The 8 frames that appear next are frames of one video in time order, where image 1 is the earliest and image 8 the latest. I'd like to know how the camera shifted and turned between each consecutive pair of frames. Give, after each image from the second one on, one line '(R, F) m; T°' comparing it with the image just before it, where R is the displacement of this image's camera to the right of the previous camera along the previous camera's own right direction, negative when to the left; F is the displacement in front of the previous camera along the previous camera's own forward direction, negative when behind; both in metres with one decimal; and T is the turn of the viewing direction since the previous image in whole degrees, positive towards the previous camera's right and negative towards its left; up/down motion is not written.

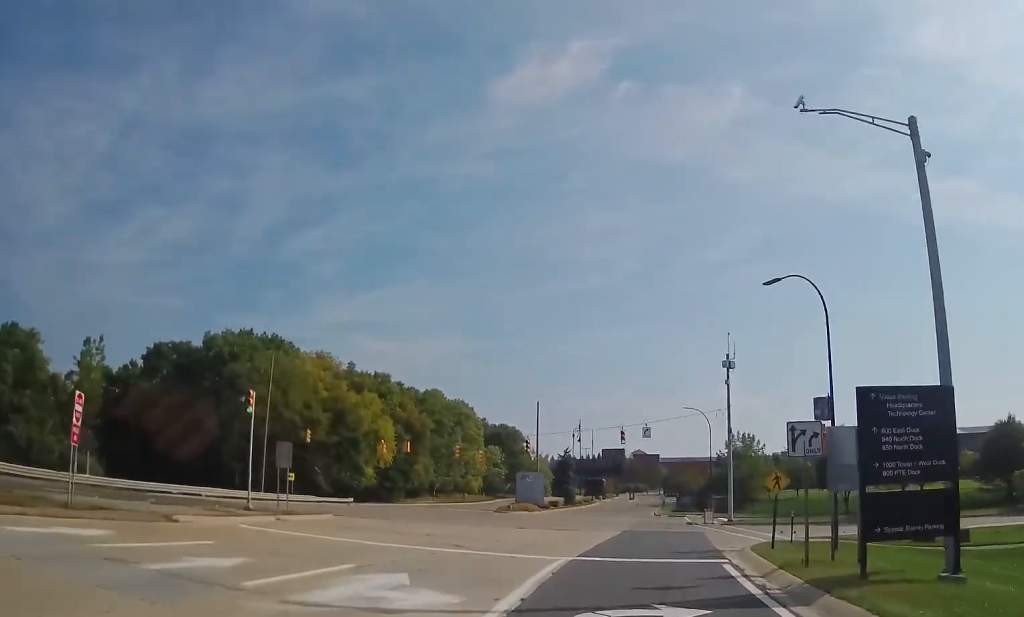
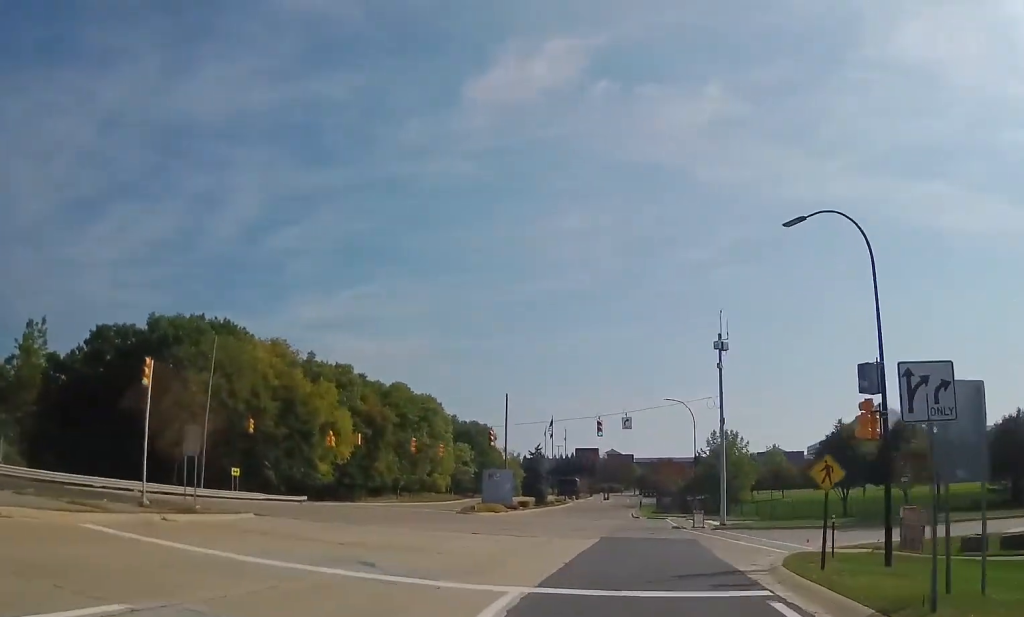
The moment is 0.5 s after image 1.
(0.0, +7.7) m; +3°
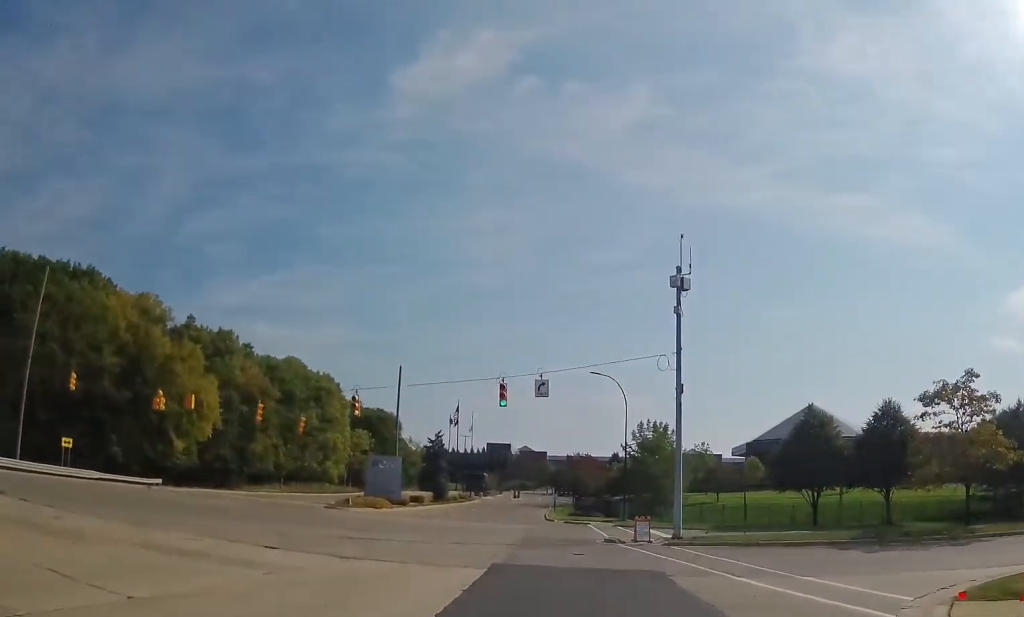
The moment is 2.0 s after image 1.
(+1.0, +16.1) m; +6°
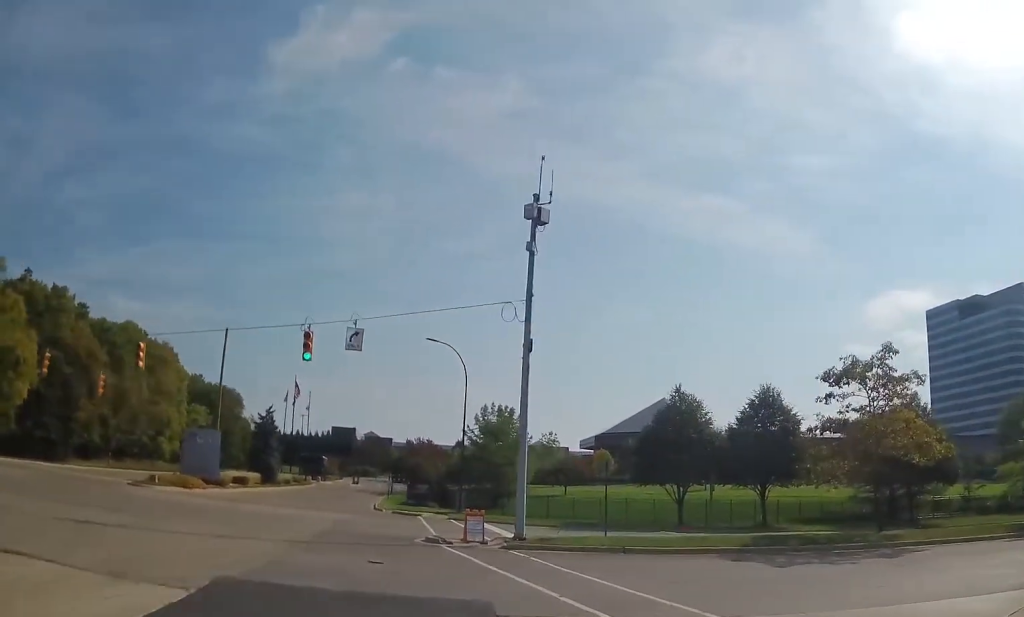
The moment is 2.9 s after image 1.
(+0.3, +7.6) m; +10°
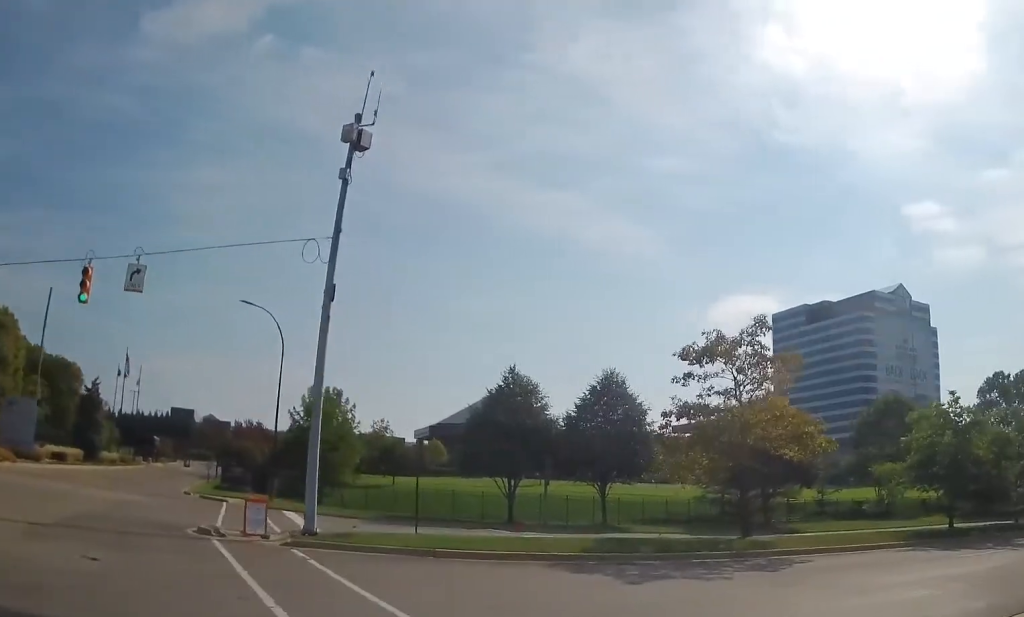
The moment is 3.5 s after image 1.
(+0.2, +4.4) m; +10°
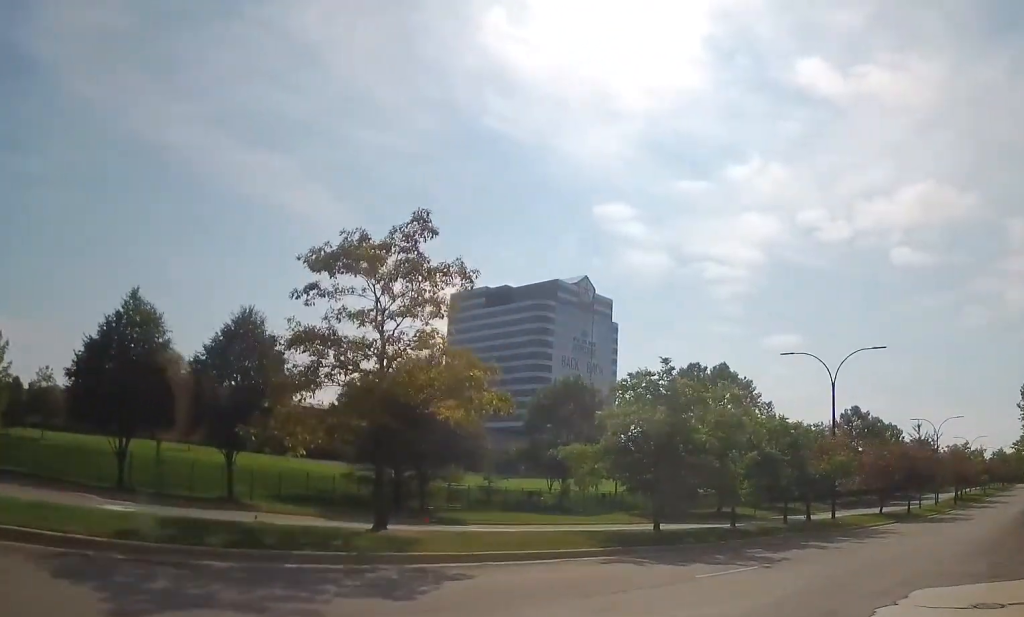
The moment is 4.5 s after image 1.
(+1.0, +6.6) m; +17°
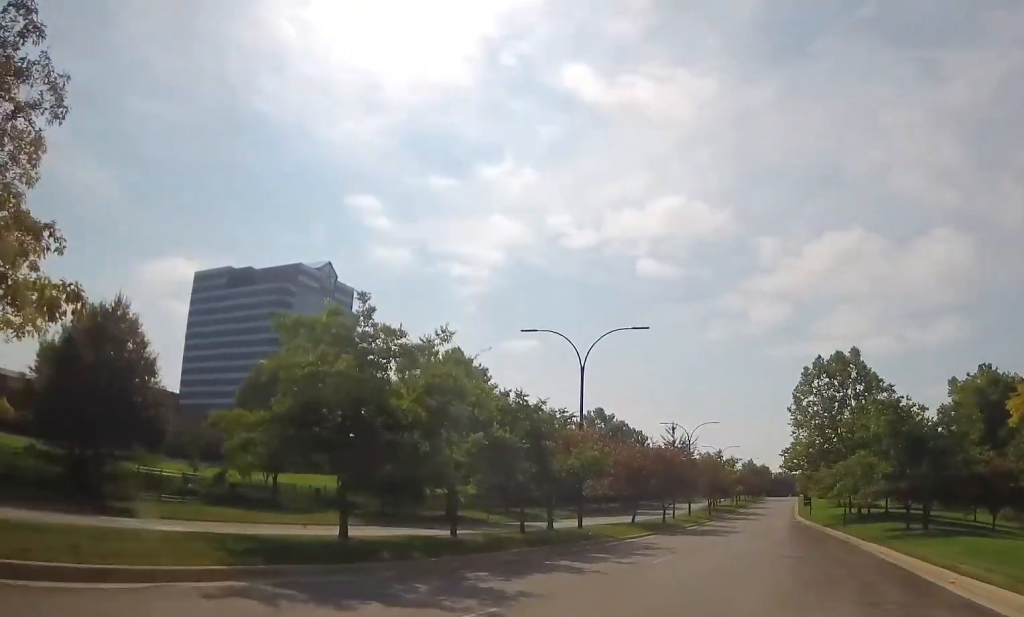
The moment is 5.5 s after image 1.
(+0.9, +6.5) m; +22°
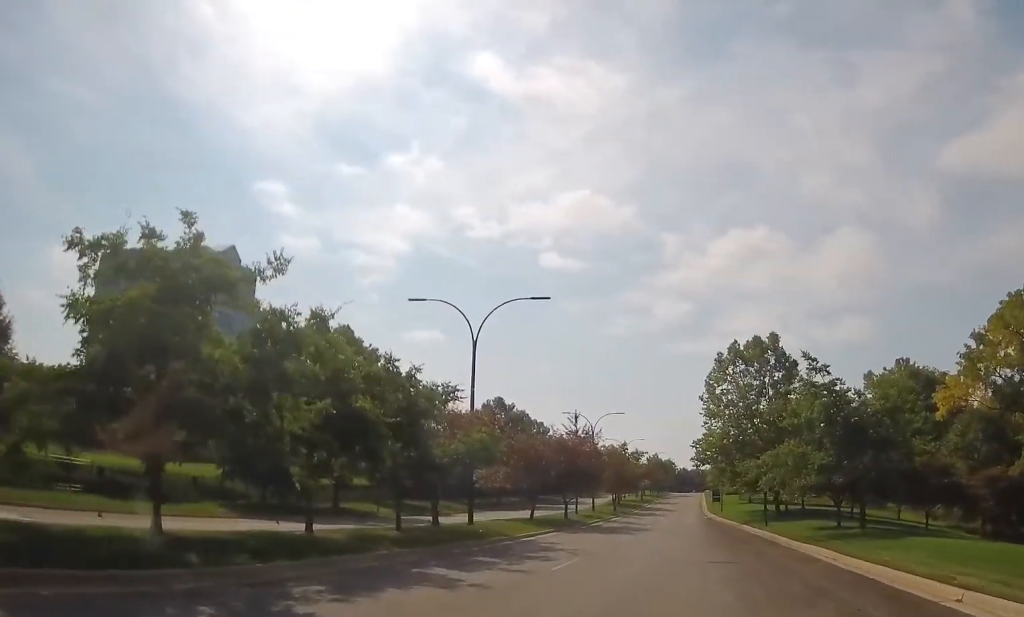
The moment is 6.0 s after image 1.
(+0.9, +4.1) m; +10°
